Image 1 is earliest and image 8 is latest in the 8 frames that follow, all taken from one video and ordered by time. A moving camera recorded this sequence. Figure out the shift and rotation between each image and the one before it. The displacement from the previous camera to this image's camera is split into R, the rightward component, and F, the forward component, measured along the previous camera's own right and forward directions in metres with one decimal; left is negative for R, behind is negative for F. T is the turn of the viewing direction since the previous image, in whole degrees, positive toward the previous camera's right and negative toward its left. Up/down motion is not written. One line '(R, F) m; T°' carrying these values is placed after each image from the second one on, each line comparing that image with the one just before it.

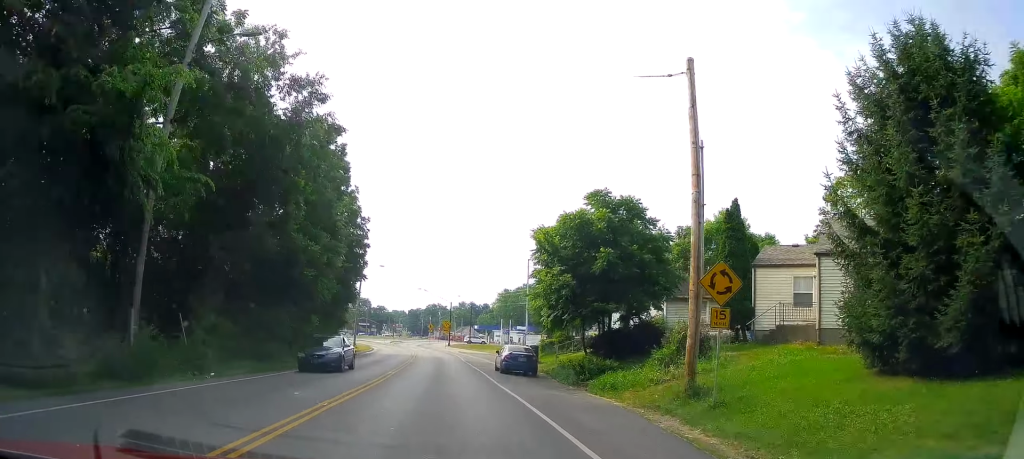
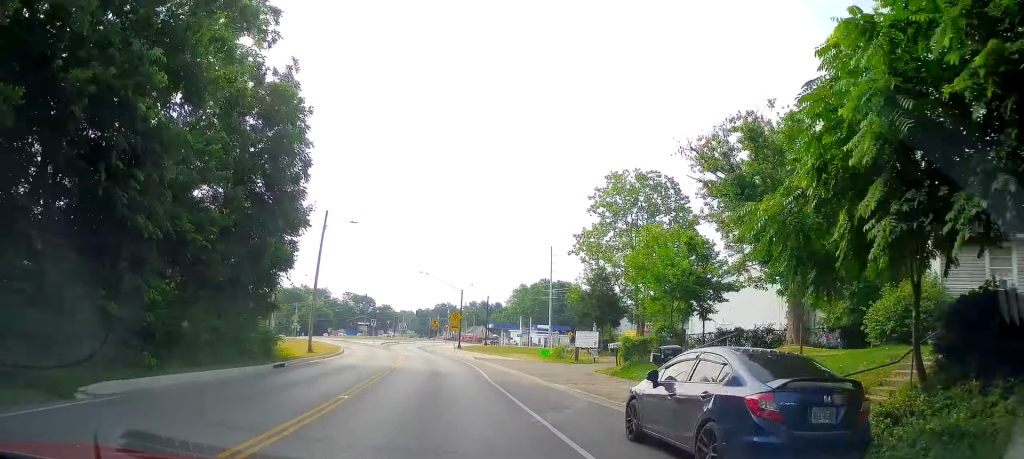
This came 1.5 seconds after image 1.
(-0.4, +25.6) m; -2°
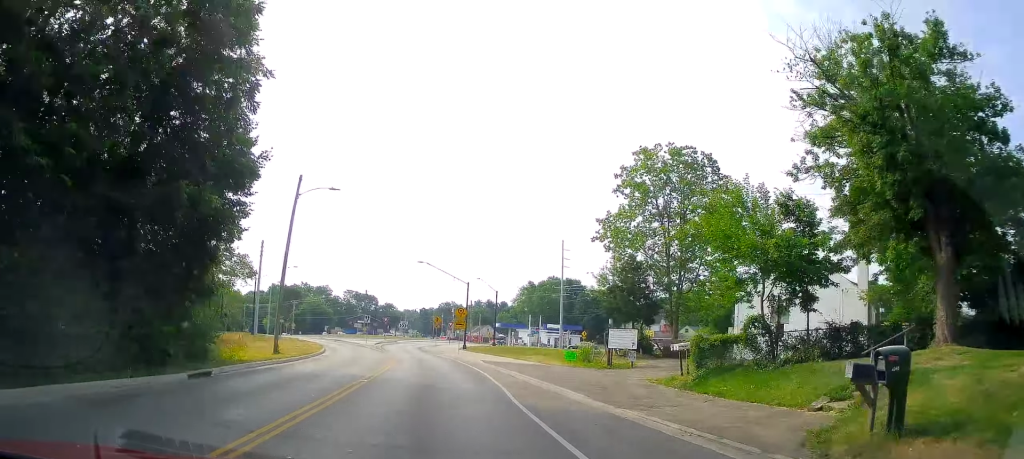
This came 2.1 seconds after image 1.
(0.0, +9.8) m; -1°
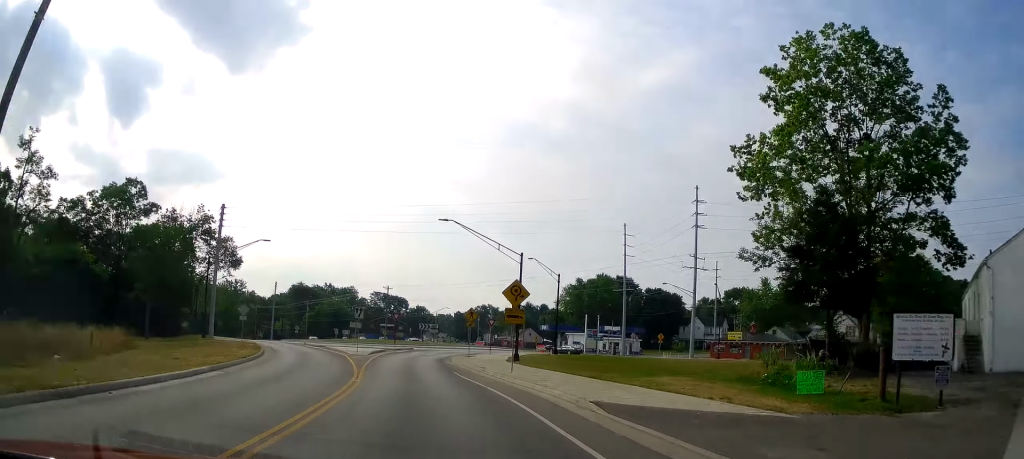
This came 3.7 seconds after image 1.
(-0.7, +25.4) m; -3°
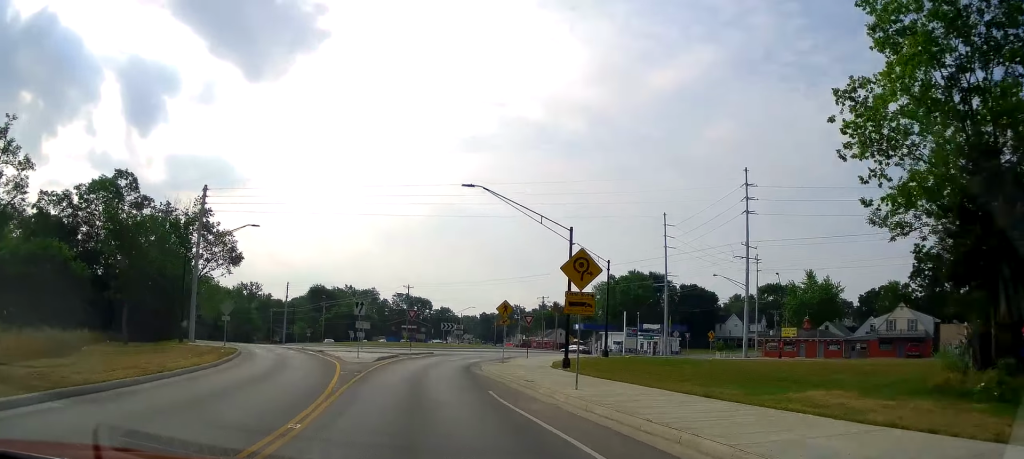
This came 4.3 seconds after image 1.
(+0.1, +9.2) m; -2°
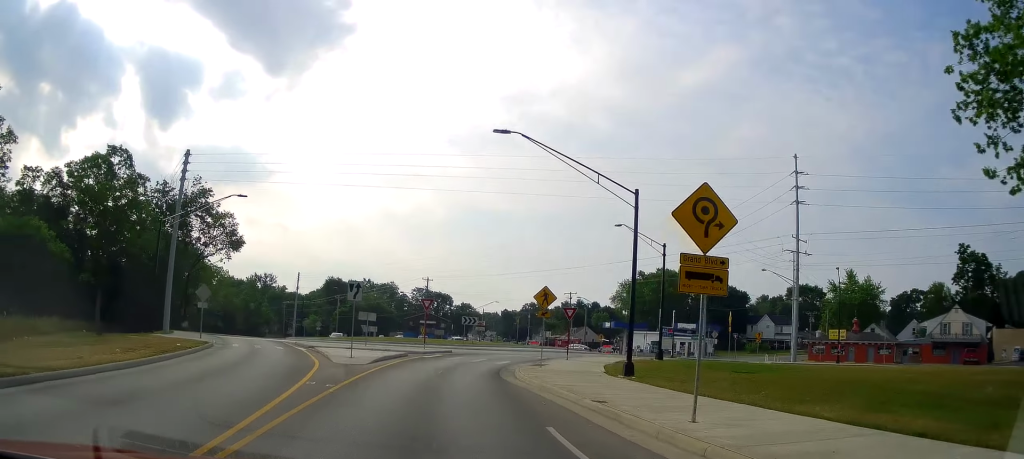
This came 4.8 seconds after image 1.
(-0.3, +6.9) m; -1°
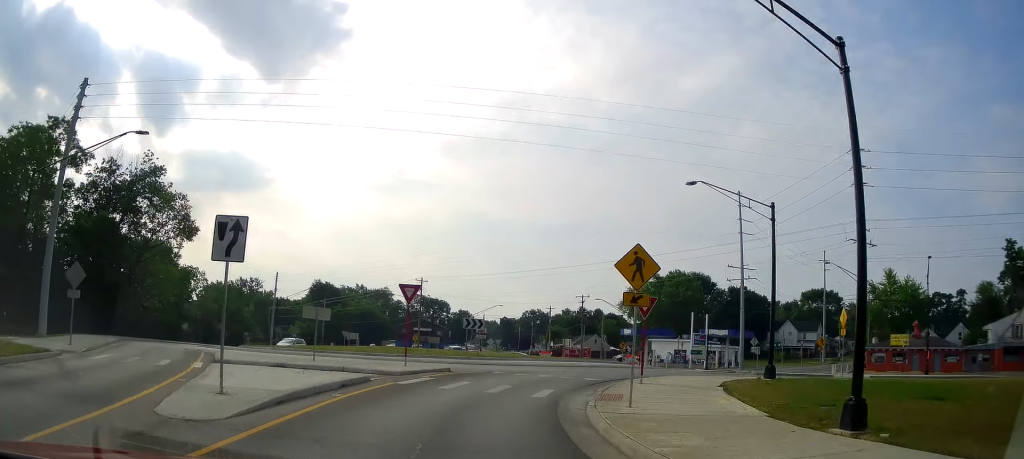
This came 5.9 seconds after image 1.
(-0.1, +12.5) m; +2°
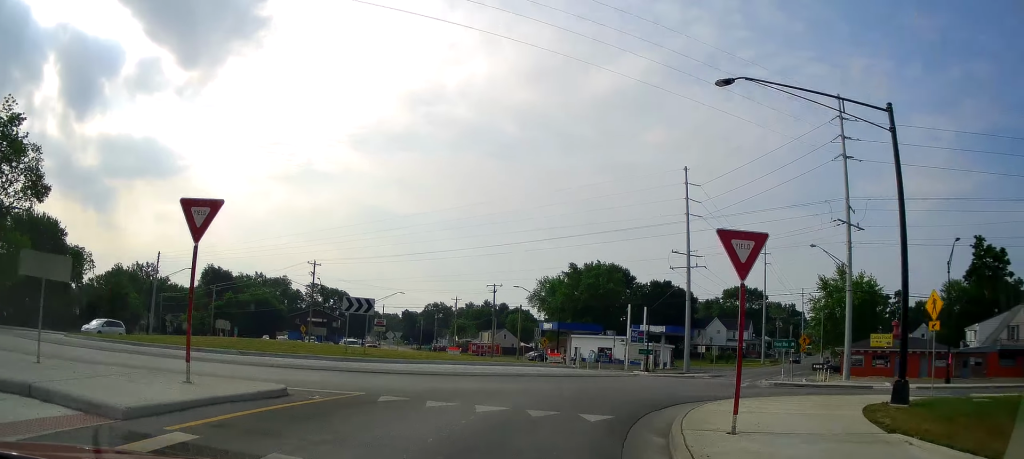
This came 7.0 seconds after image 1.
(+0.6, +11.6) m; +8°
